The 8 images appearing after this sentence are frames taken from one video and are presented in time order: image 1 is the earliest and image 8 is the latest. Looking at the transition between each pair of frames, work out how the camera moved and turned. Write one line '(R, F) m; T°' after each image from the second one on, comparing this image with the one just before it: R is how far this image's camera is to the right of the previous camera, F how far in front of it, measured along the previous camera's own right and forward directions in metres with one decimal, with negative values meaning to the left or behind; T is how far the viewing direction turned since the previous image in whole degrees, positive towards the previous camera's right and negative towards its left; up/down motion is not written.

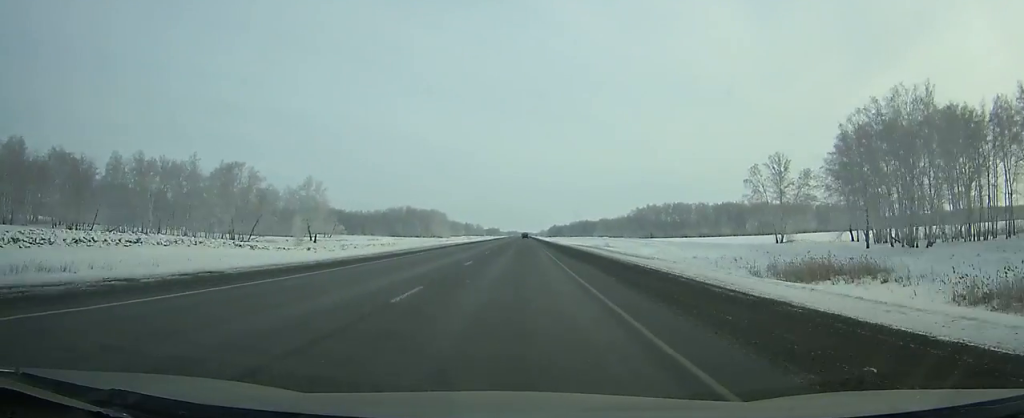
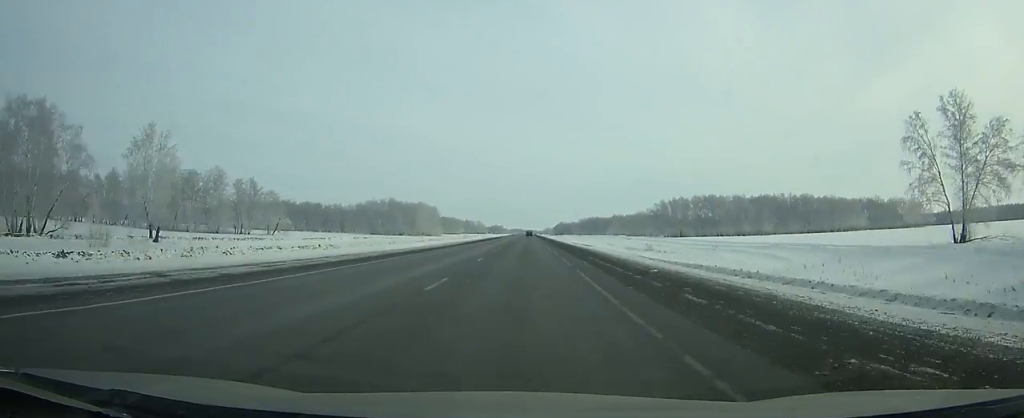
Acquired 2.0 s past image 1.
(-0.1, +57.6) m; 0°
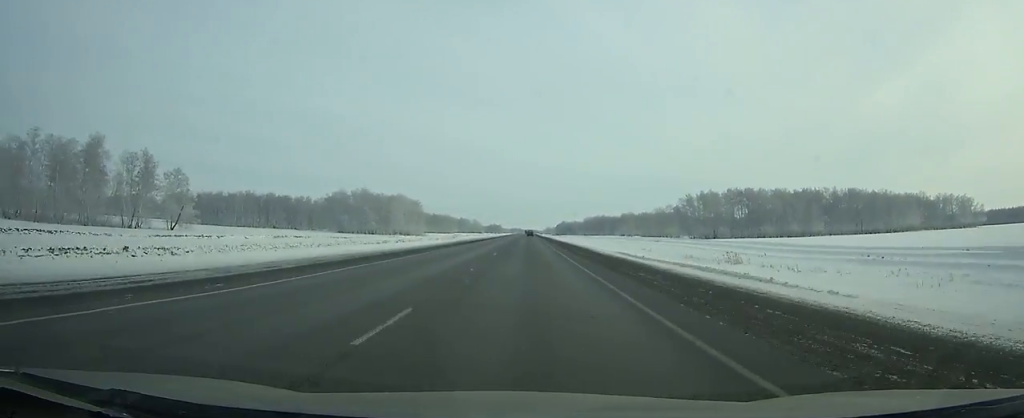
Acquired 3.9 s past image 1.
(-0.1, +54.9) m; 0°
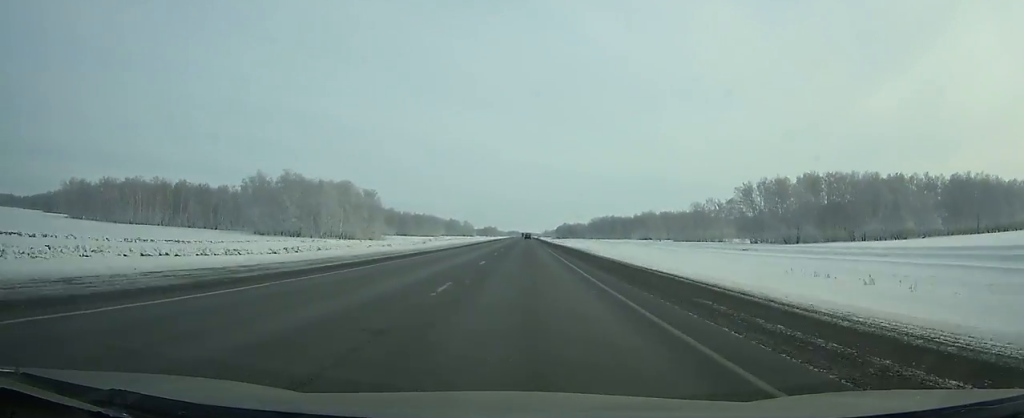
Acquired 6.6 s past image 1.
(+0.1, +78.8) m; 0°
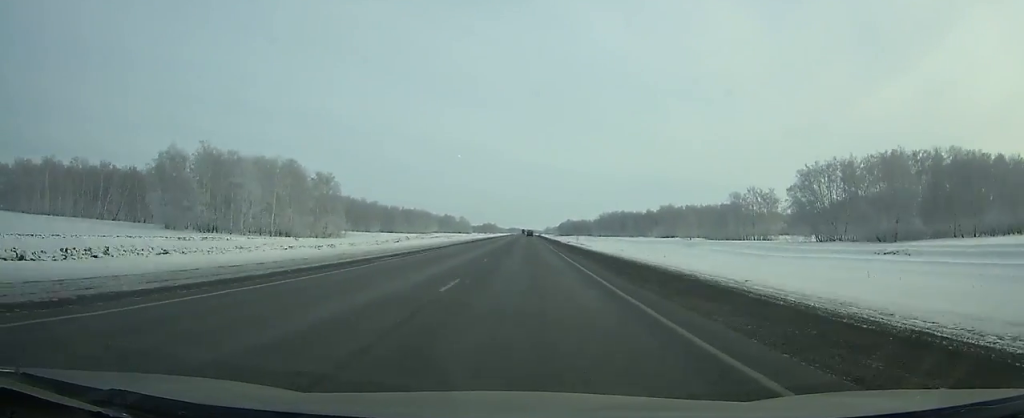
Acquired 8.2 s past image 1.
(0.0, +47.1) m; 0°
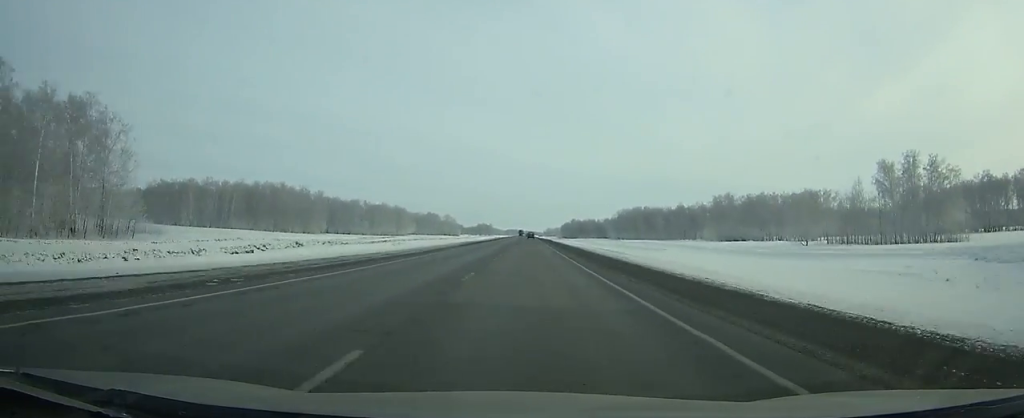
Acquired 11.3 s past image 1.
(0.0, +91.7) m; 0°
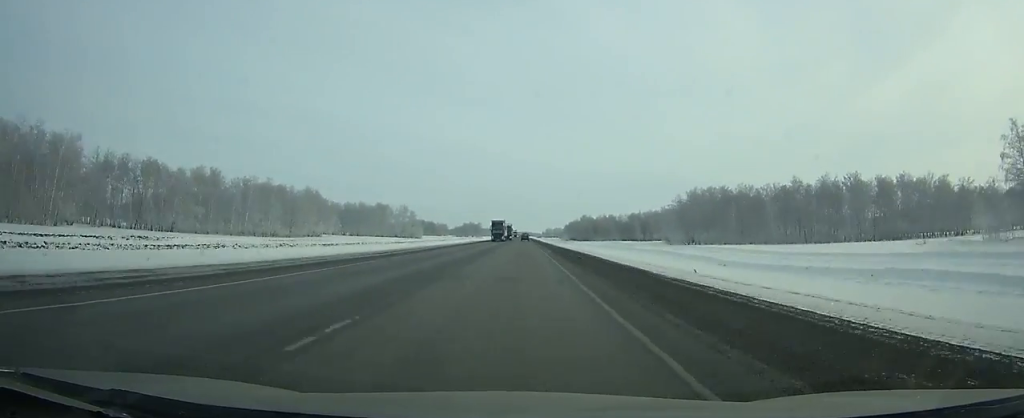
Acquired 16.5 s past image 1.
(+0.4, +155.1) m; 0°
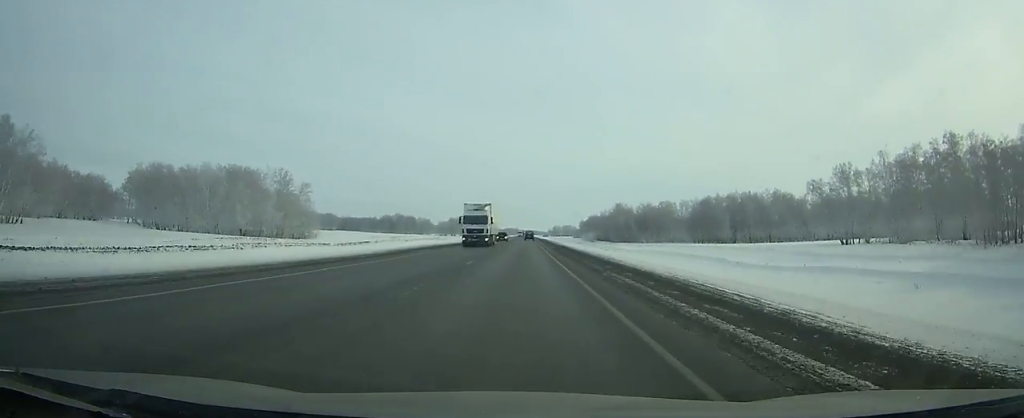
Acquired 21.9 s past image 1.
(-0.7, +163.2) m; 0°
